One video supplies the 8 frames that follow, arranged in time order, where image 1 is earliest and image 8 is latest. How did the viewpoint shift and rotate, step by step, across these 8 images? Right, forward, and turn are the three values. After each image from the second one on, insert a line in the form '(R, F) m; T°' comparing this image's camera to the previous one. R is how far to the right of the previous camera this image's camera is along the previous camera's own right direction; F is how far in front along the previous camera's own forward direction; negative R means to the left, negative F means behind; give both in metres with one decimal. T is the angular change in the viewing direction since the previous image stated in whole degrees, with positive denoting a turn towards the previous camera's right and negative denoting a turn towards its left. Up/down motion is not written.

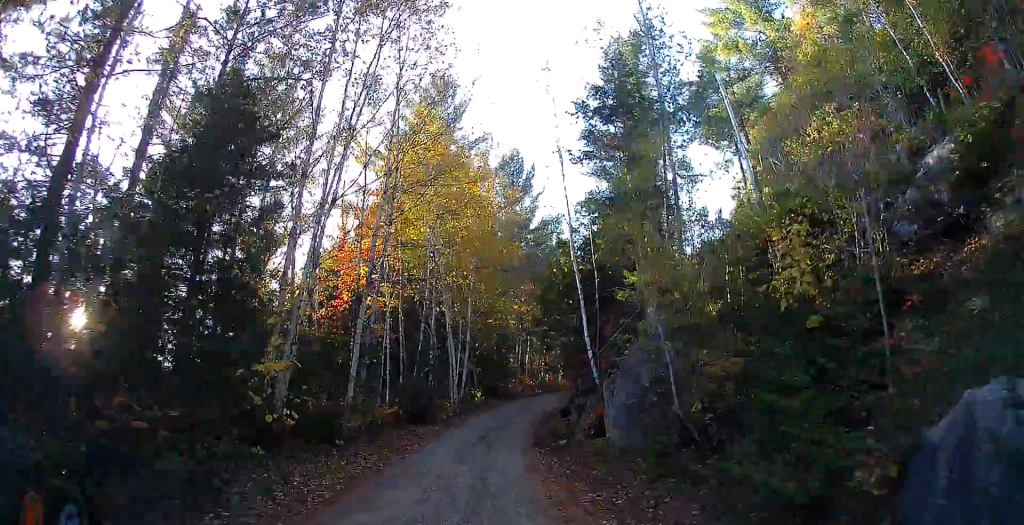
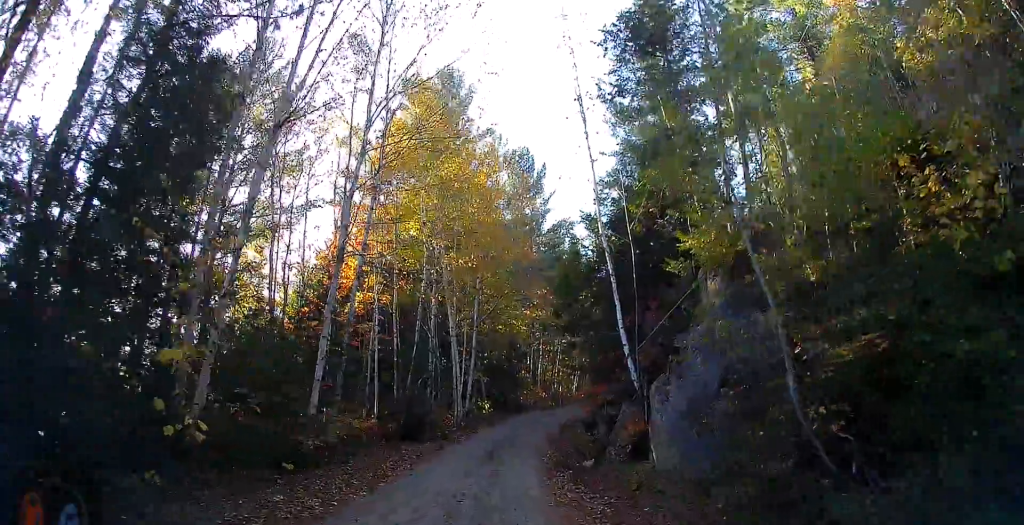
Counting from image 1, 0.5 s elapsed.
(0.0, +4.1) m; 0°
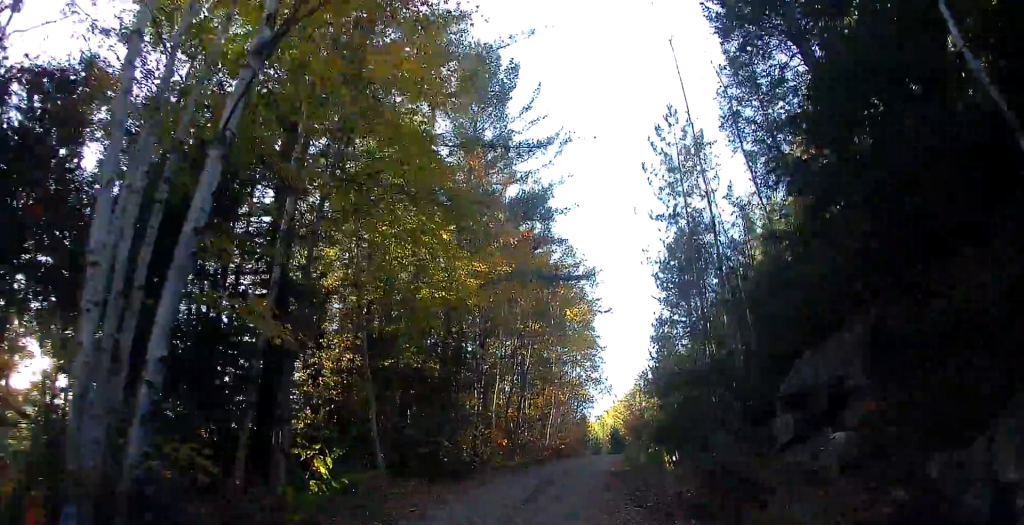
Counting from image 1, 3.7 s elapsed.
(-0.9, +24.4) m; 0°
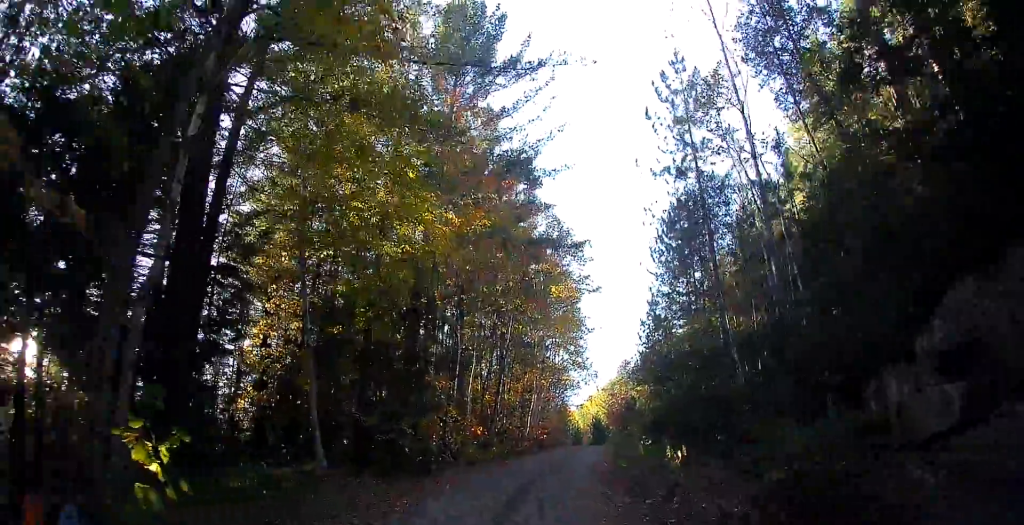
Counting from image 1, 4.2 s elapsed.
(+0.2, +3.4) m; +3°
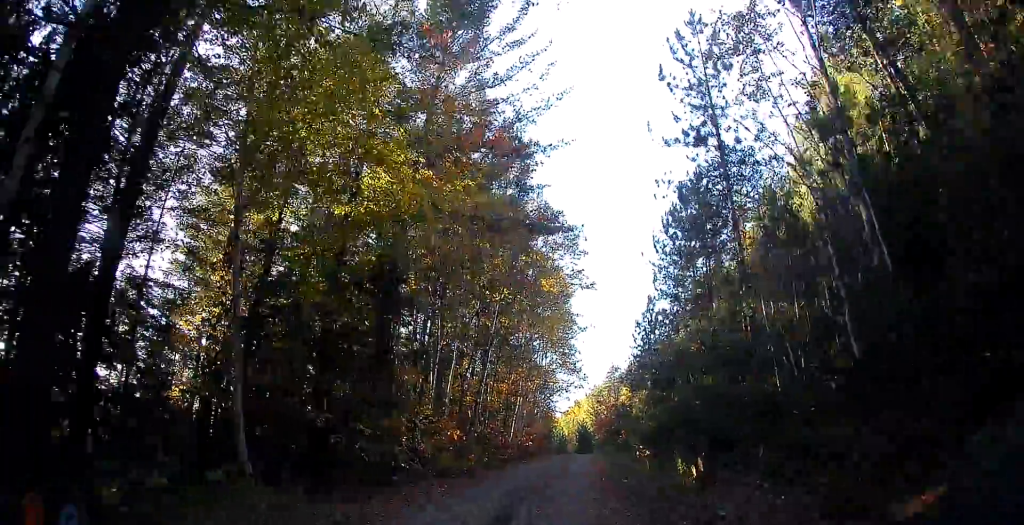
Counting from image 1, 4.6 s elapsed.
(+0.2, +3.1) m; +3°
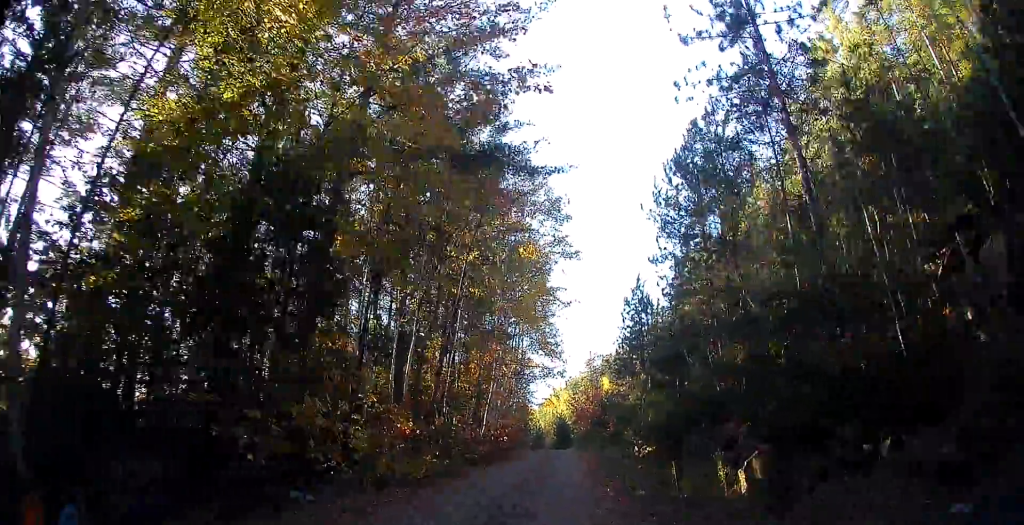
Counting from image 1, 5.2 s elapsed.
(+0.2, +4.8) m; +4°
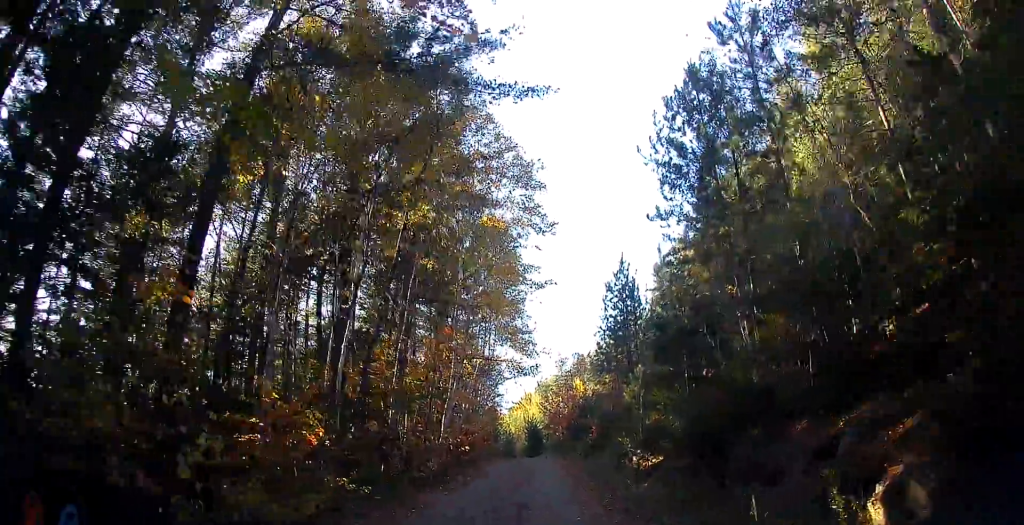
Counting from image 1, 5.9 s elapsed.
(0.0, +5.1) m; +3°
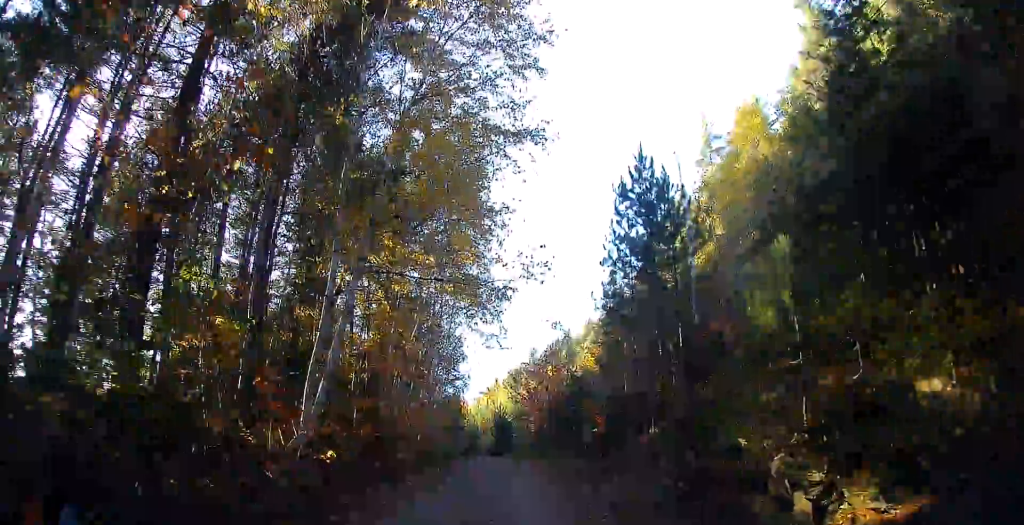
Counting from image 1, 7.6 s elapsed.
(+0.5, +12.8) m; +4°
